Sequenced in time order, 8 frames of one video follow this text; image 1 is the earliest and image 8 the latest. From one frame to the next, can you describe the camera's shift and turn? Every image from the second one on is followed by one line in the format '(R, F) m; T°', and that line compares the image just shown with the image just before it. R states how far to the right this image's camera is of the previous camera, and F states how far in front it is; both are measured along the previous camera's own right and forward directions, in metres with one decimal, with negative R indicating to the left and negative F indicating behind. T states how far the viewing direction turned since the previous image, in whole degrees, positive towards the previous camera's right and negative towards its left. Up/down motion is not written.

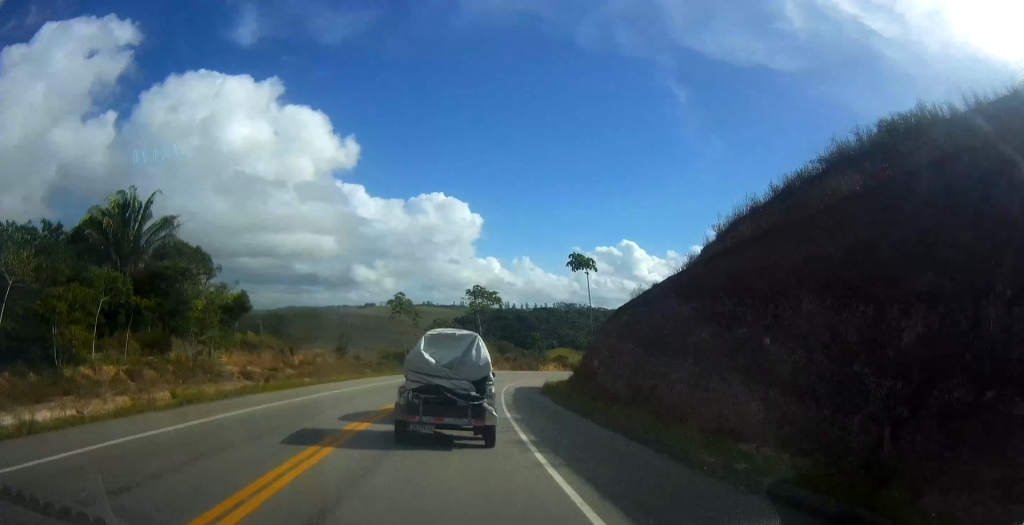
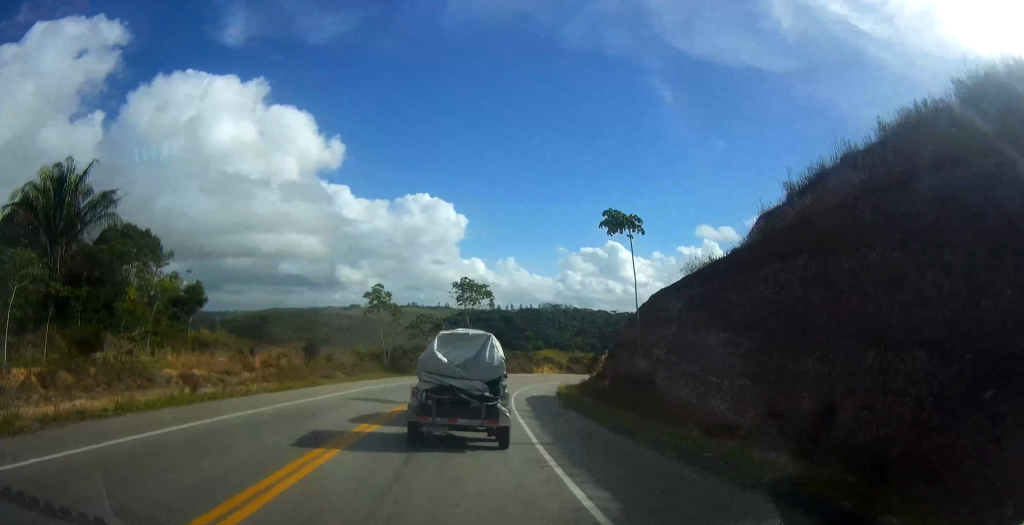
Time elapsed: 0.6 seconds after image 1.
(-0.3, +10.7) m; -1°
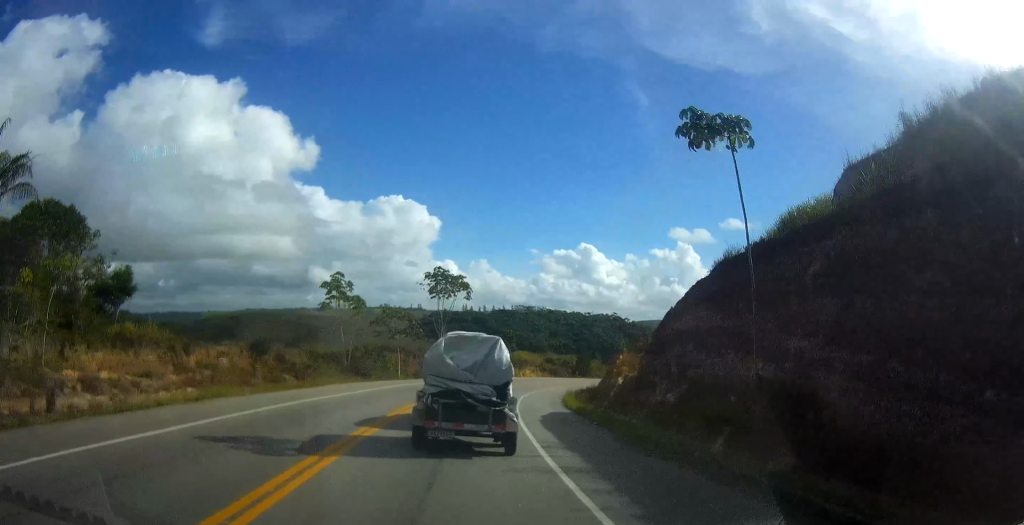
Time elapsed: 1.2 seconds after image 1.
(-0.1, +11.2) m; 0°
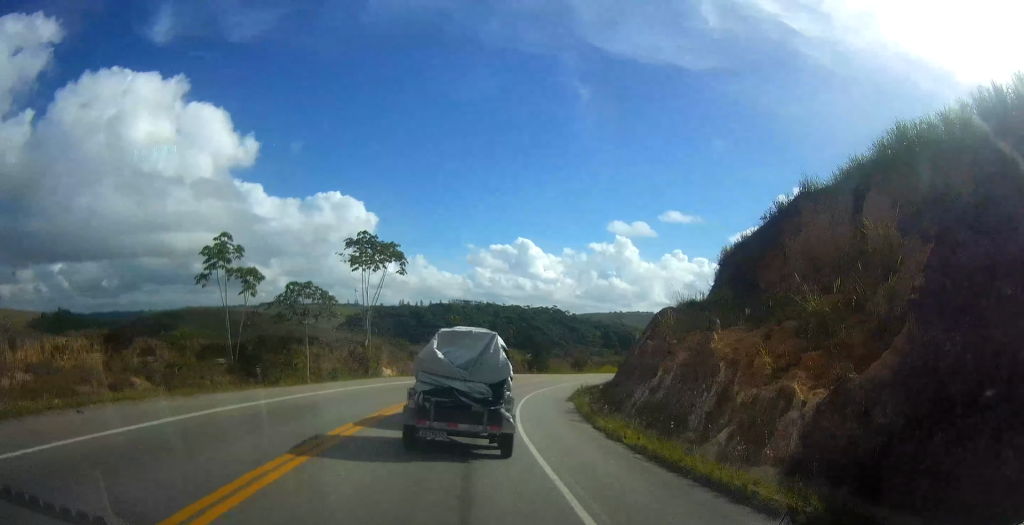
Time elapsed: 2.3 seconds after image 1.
(+0.4, +18.7) m; +3°
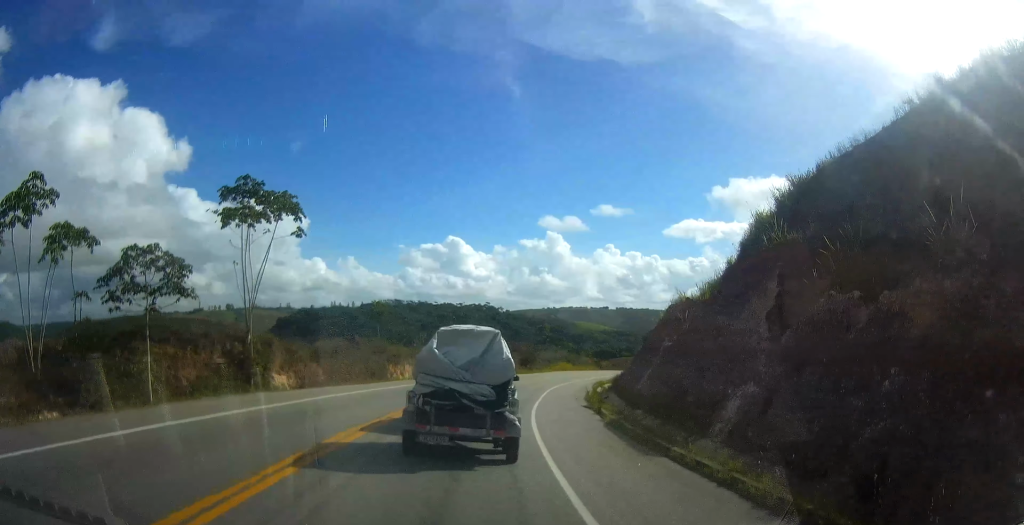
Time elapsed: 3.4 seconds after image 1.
(+0.8, +18.5) m; +5°
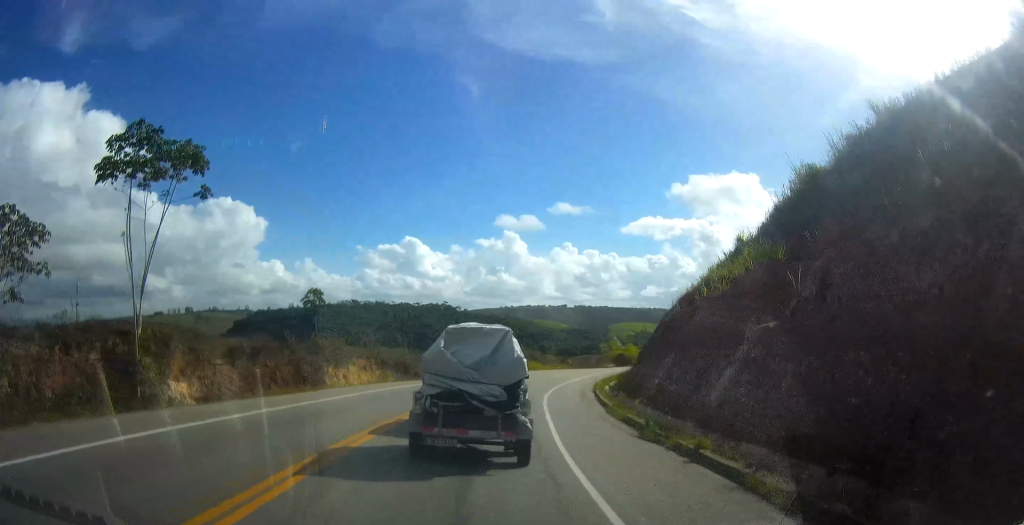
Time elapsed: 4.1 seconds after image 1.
(+0.3, +10.7) m; +3°
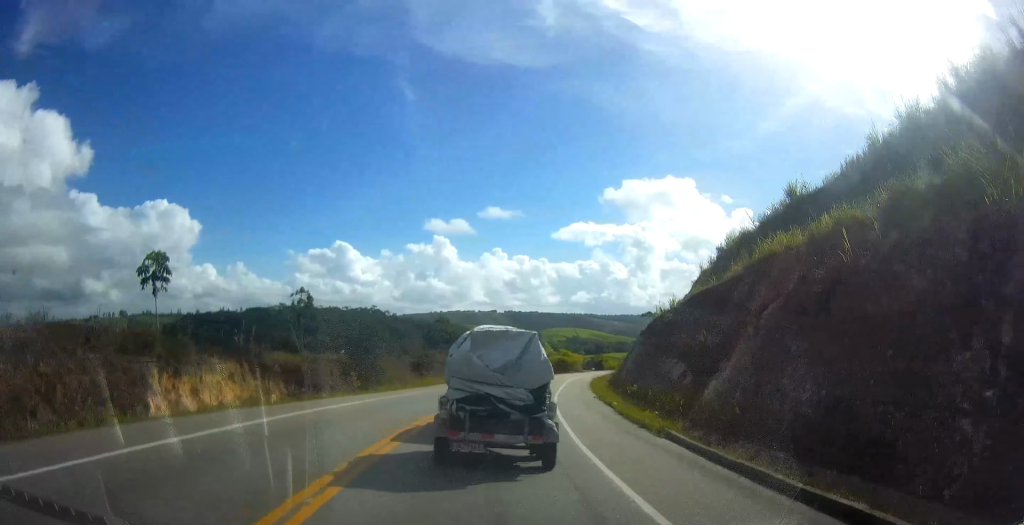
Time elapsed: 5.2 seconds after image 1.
(+0.9, +17.0) m; +7°
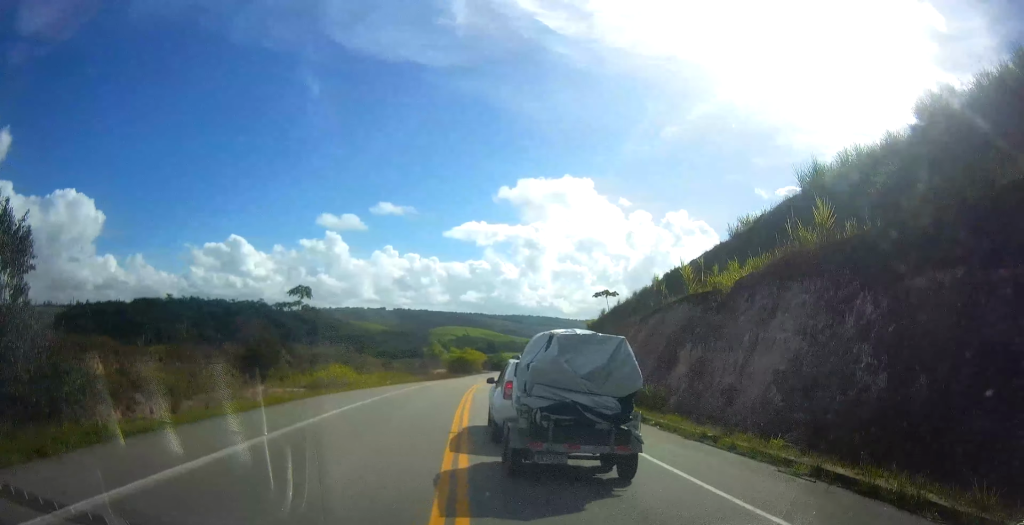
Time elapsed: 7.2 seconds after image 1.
(+3.2, +32.6) m; +11°
